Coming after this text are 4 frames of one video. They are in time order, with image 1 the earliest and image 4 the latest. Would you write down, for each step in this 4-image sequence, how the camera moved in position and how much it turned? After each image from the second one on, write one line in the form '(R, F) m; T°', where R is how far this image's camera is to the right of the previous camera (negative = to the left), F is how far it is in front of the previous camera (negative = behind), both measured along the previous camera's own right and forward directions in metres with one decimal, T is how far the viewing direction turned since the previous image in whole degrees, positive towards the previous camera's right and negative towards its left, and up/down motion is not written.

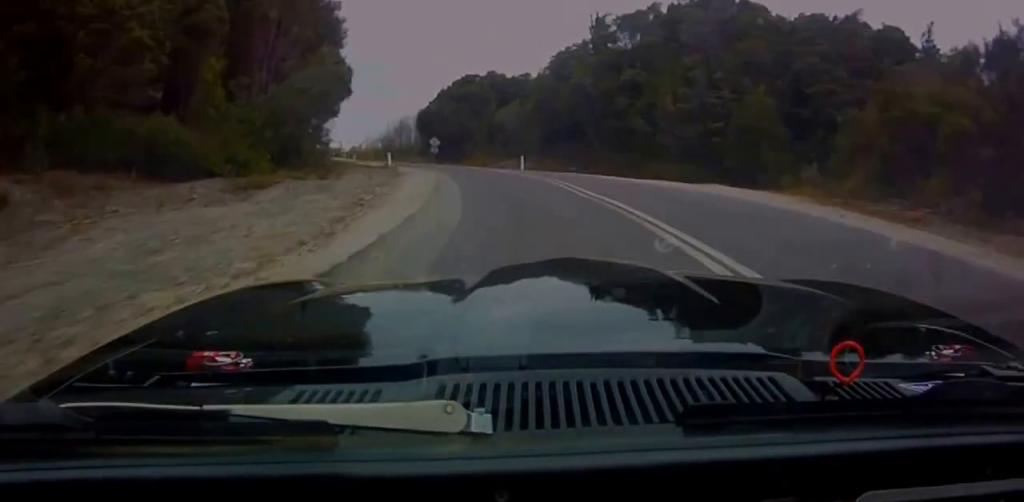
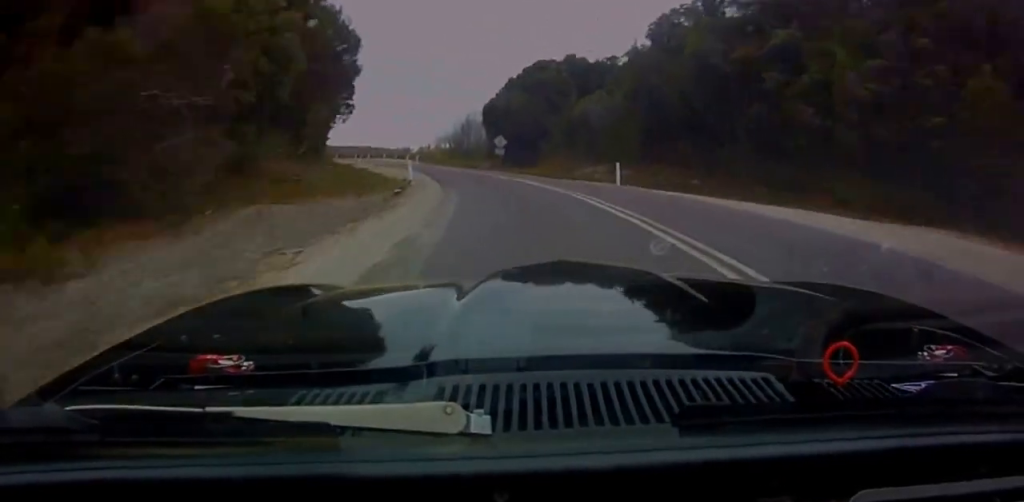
(-1.7, +21.4) m; -6°
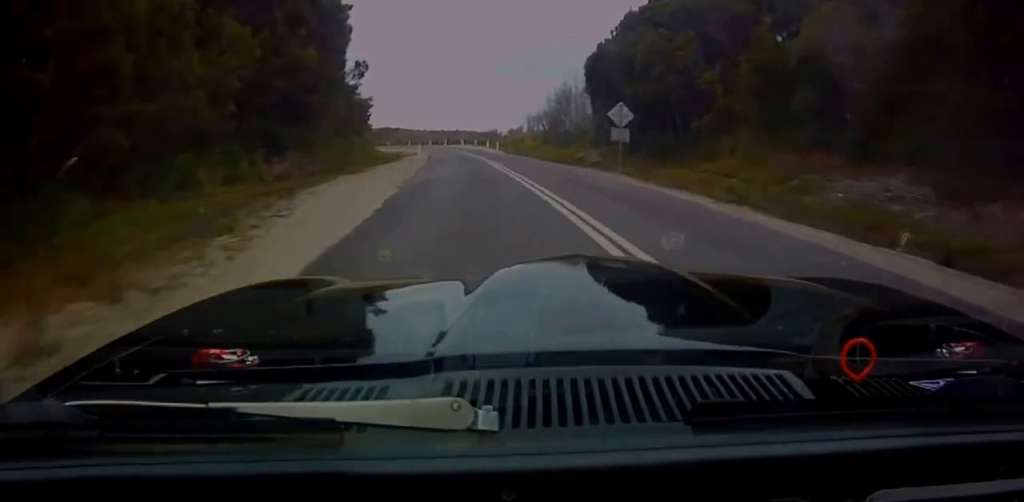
(-2.4, +34.0) m; -7°
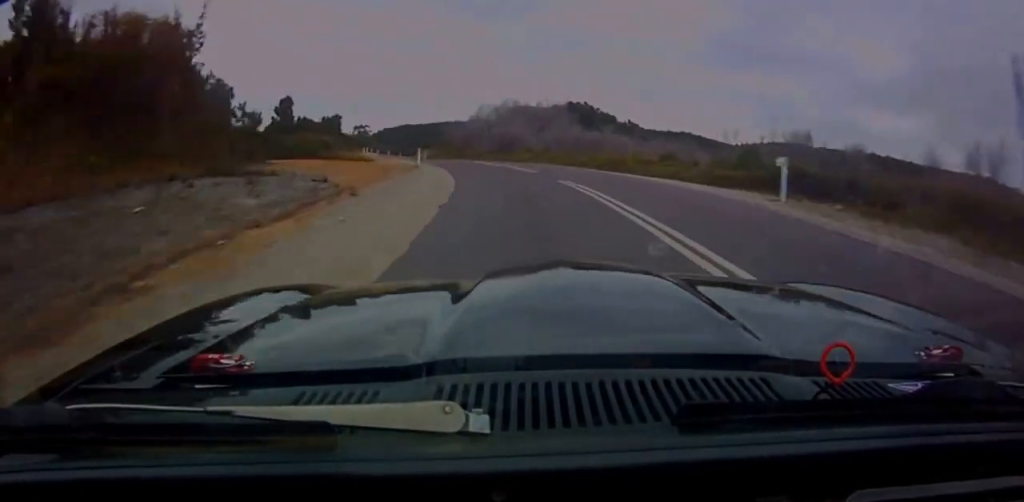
(-48.8, +139.9) m; -46°
